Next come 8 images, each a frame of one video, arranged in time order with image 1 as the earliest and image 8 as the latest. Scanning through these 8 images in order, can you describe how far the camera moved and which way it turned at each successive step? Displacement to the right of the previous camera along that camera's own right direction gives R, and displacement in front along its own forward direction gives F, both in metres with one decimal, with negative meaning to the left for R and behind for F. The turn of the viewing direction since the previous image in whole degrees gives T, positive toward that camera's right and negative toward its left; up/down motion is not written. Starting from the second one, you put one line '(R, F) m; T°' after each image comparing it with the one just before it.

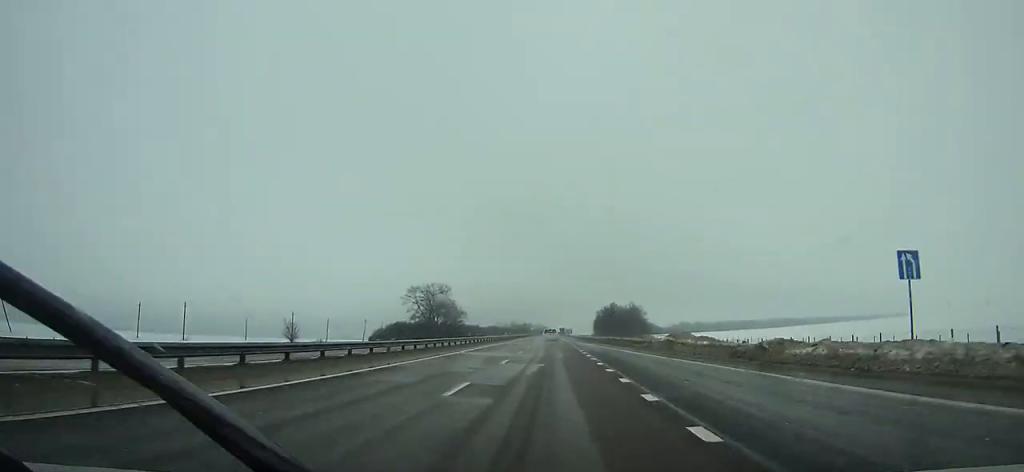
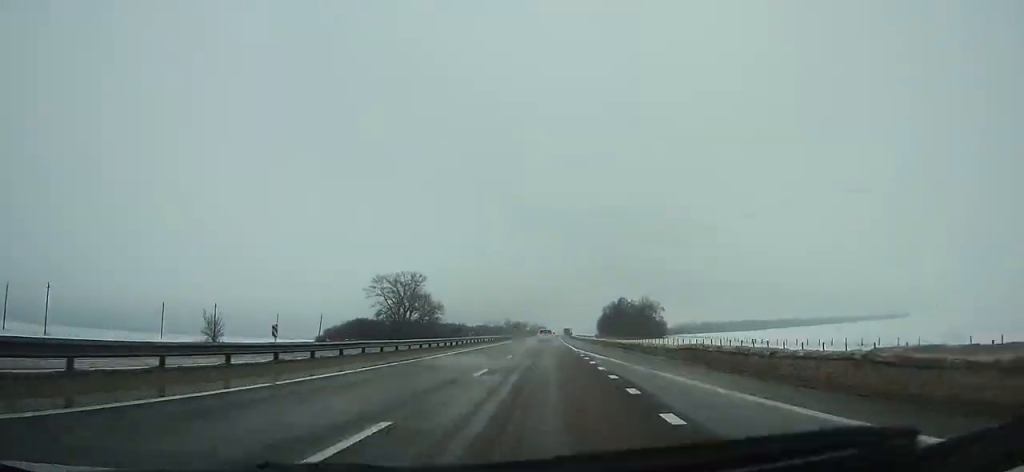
(0.0, +44.0) m; 0°
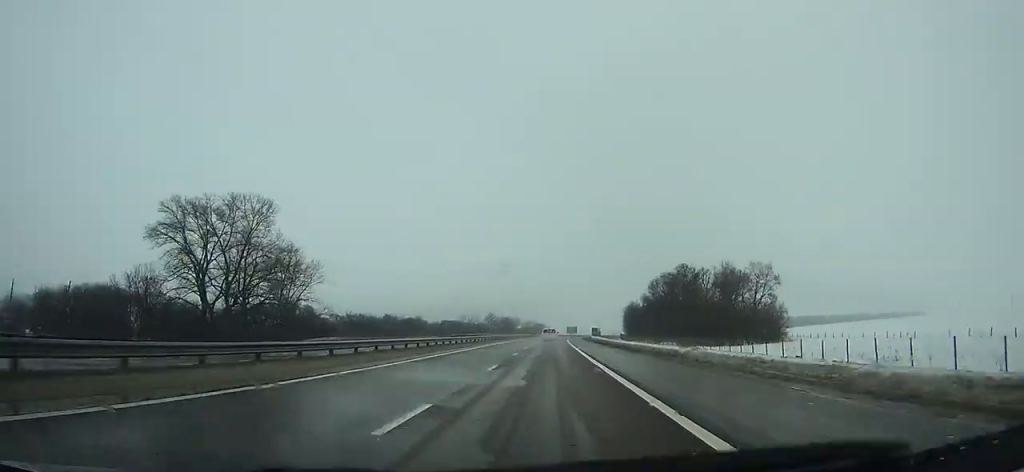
(-0.3, +107.3) m; 0°
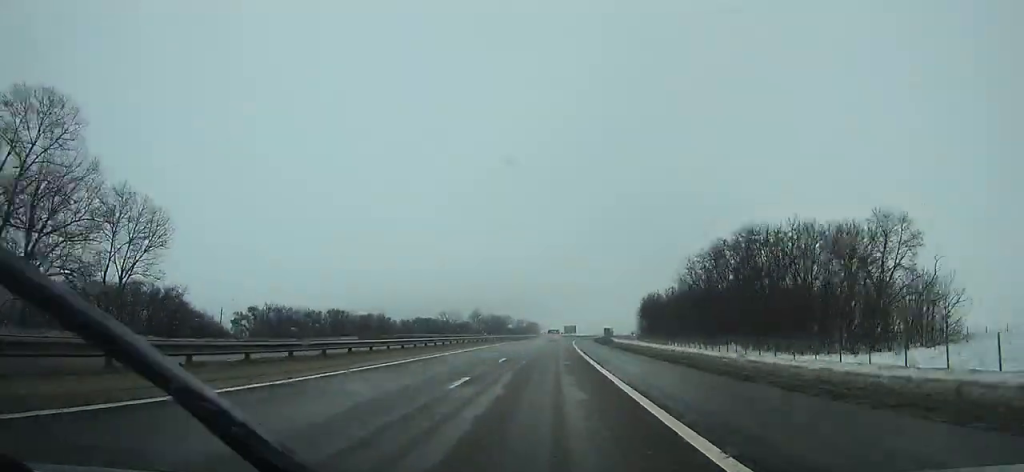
(+0.3, +42.5) m; +1°
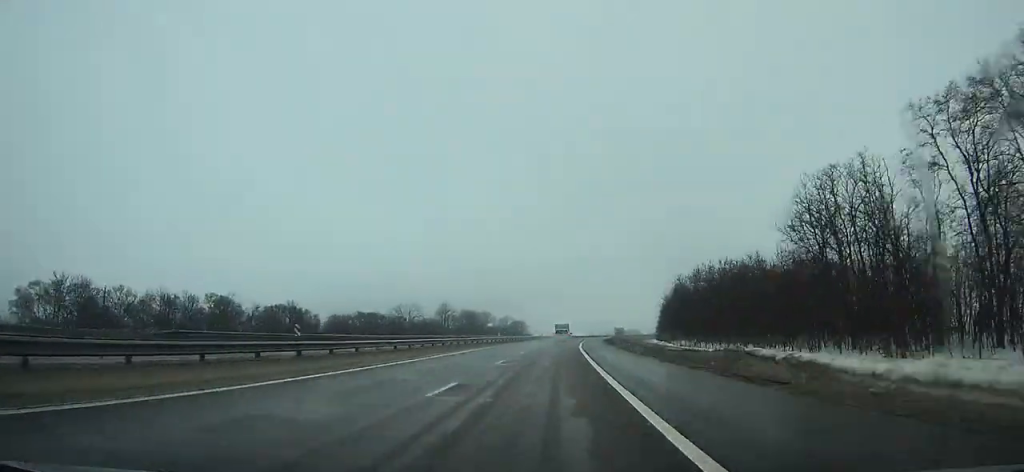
(+0.2, +50.0) m; +2°
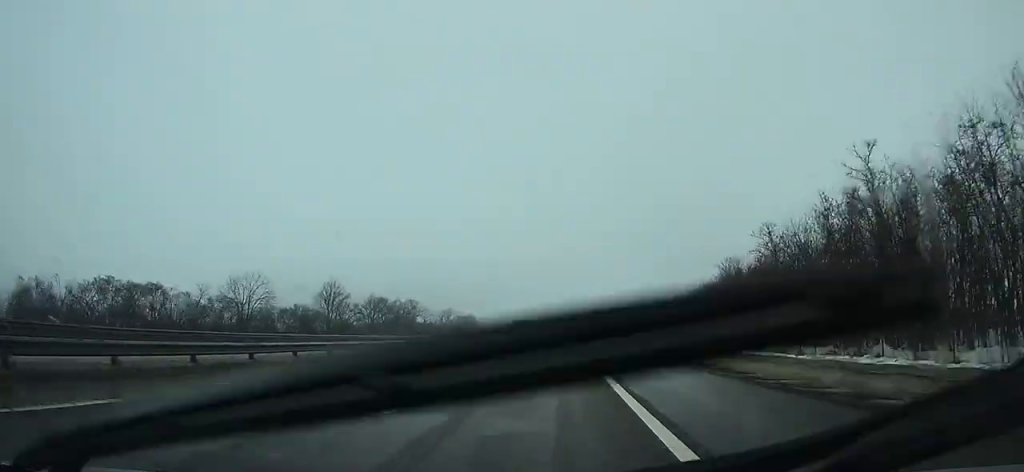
(+2.3, +74.8) m; +3°
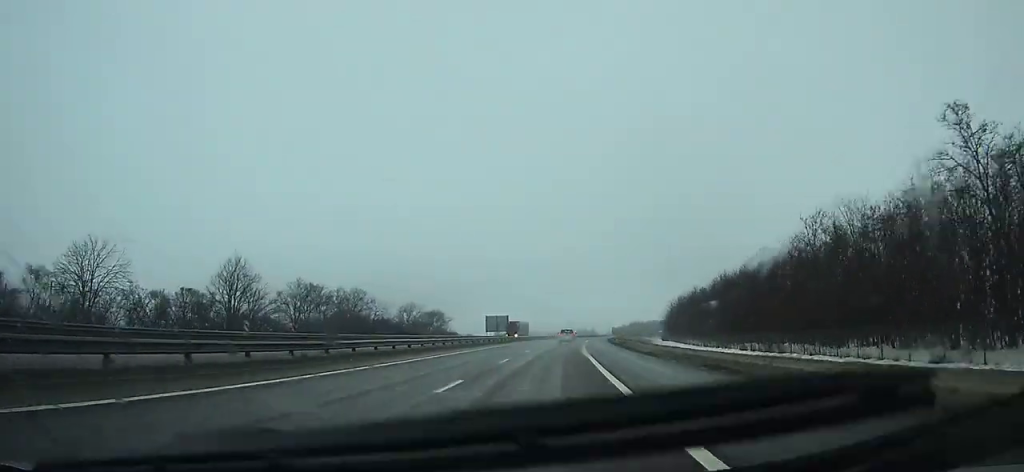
(+0.6, +34.2) m; +2°
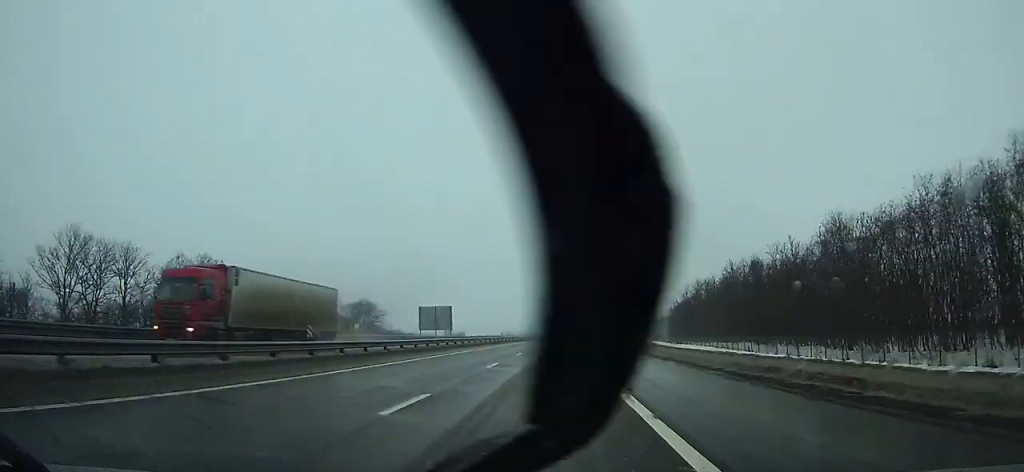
(+1.2, +51.4) m; +3°
